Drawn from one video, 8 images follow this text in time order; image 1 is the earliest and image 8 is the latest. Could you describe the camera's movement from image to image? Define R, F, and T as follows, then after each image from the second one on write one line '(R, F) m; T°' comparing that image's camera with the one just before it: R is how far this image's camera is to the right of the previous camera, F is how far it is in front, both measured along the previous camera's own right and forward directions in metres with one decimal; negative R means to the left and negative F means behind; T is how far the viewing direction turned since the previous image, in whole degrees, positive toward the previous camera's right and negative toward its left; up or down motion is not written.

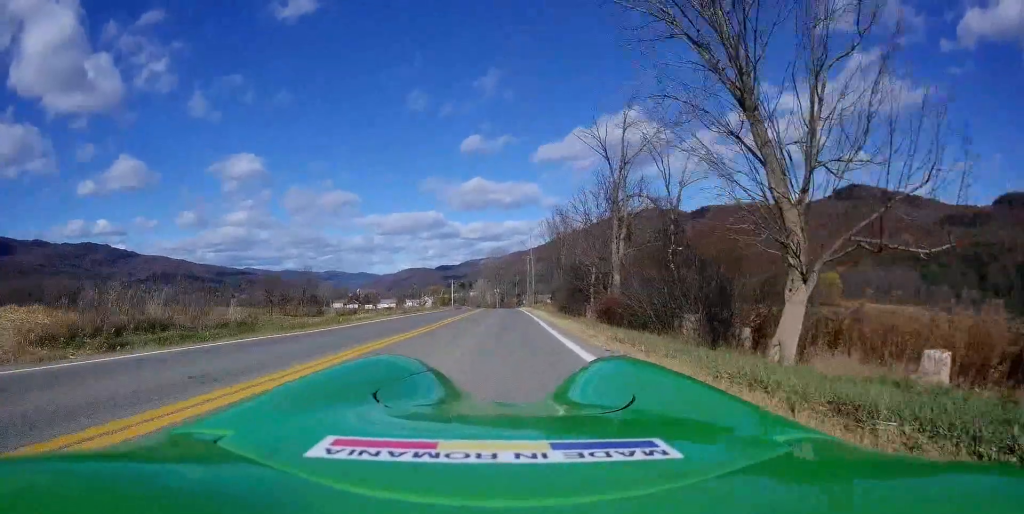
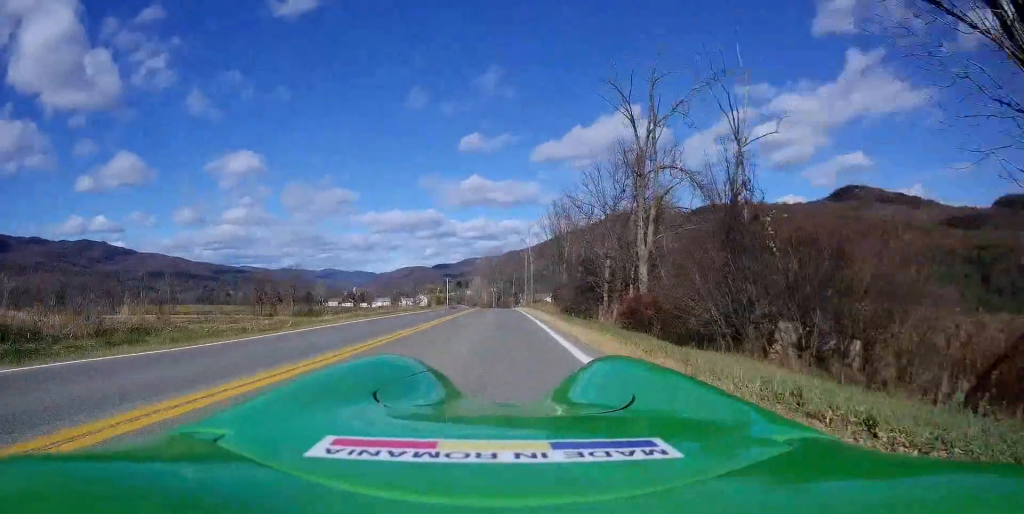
(+0.1, +6.5) m; 0°
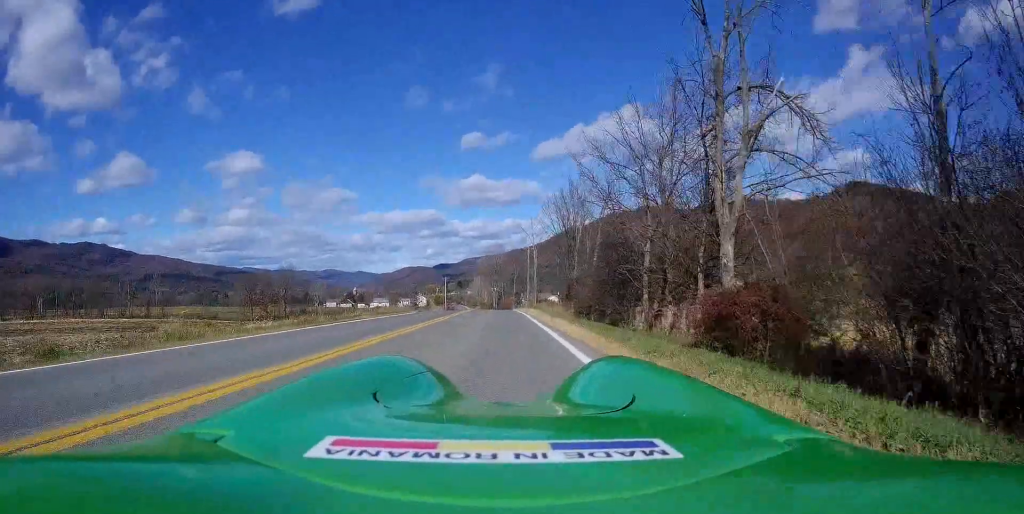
(-0.3, +9.0) m; -1°
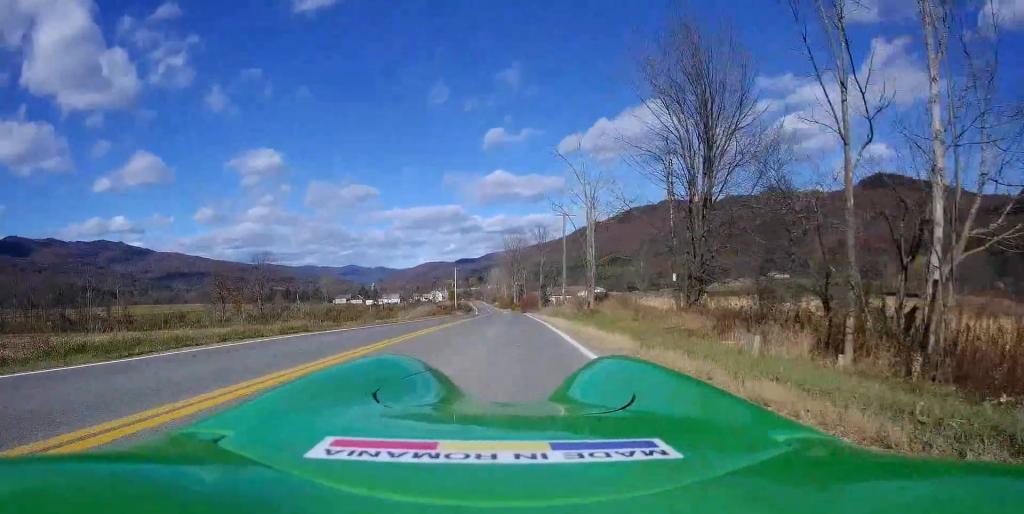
(+0.4, +35.1) m; -1°
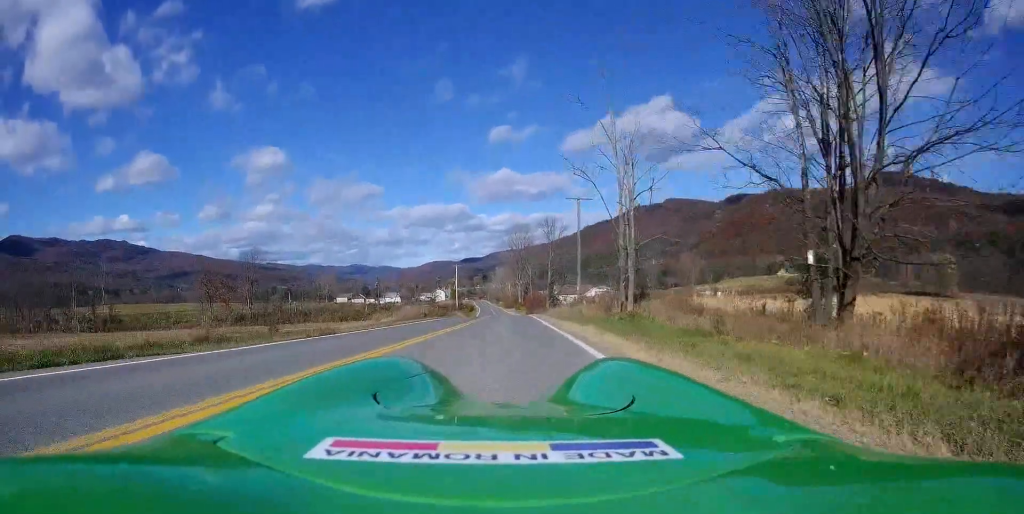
(0.0, +9.6) m; 0°
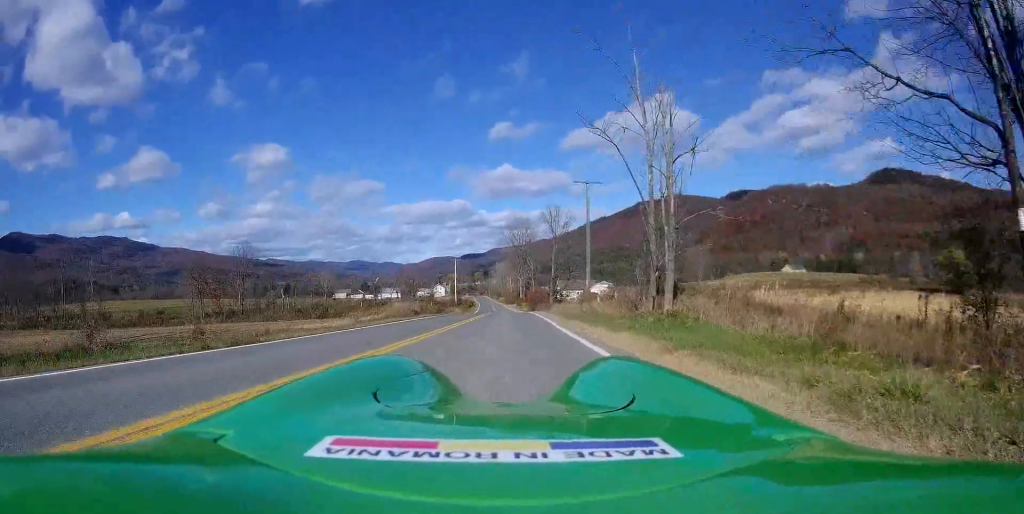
(0.0, +6.0) m; 0°
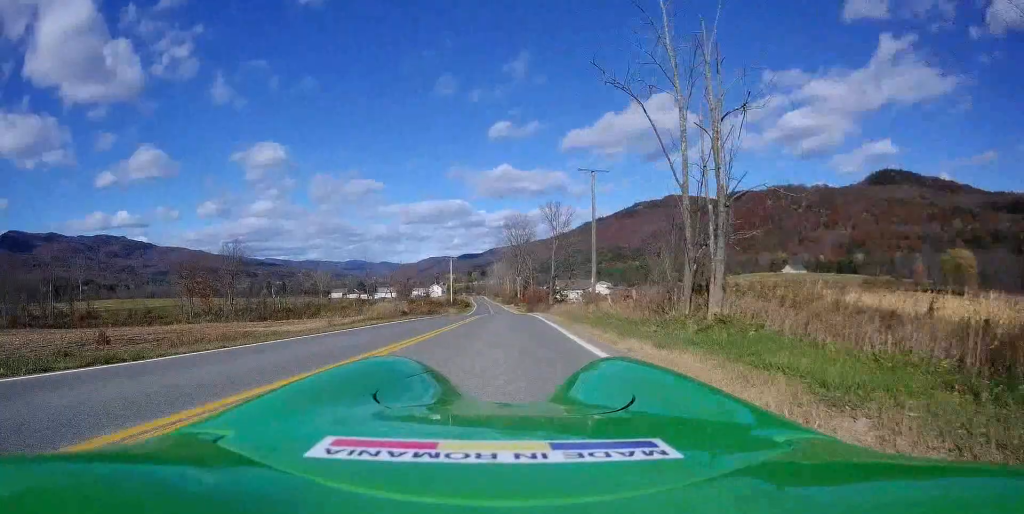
(0.0, +4.3) m; 0°
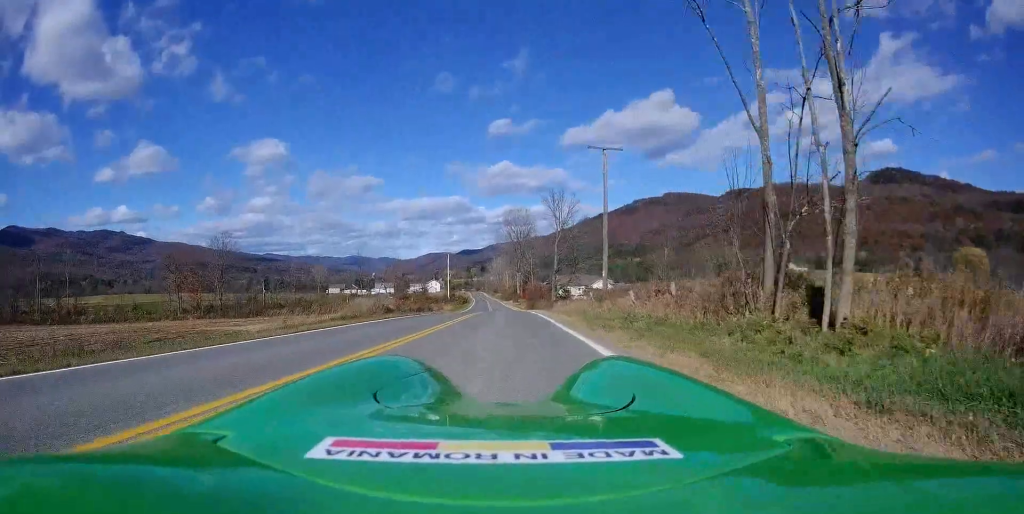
(0.0, +5.8) m; 0°
